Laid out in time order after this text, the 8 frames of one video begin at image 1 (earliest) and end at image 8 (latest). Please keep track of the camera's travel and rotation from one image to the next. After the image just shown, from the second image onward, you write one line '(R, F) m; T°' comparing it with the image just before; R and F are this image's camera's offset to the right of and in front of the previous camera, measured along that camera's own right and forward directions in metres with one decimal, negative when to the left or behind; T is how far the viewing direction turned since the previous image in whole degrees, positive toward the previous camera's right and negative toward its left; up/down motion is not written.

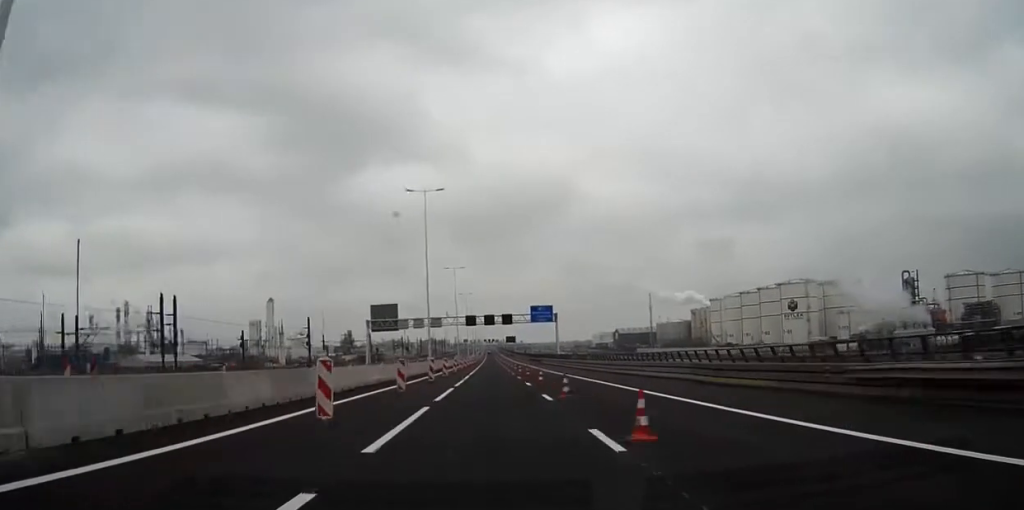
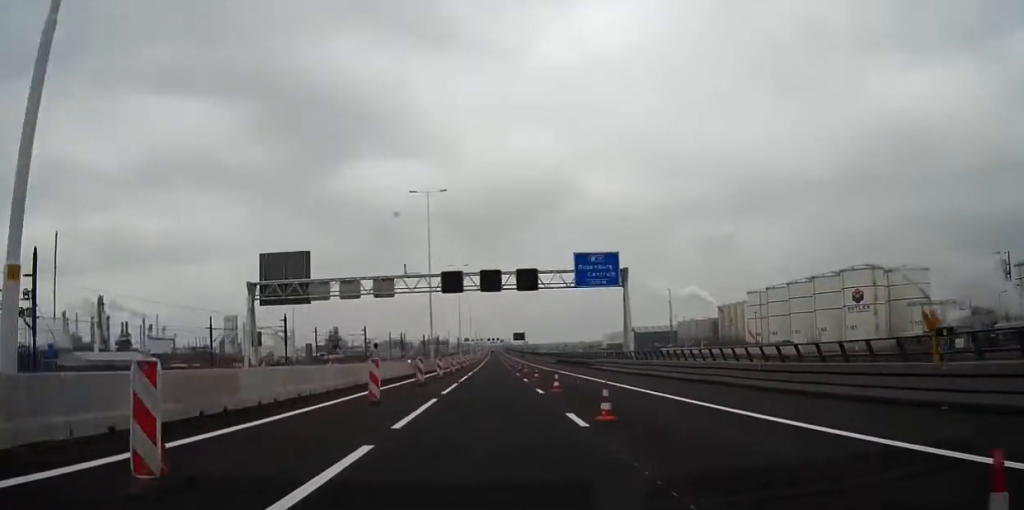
(-0.2, +68.4) m; 0°
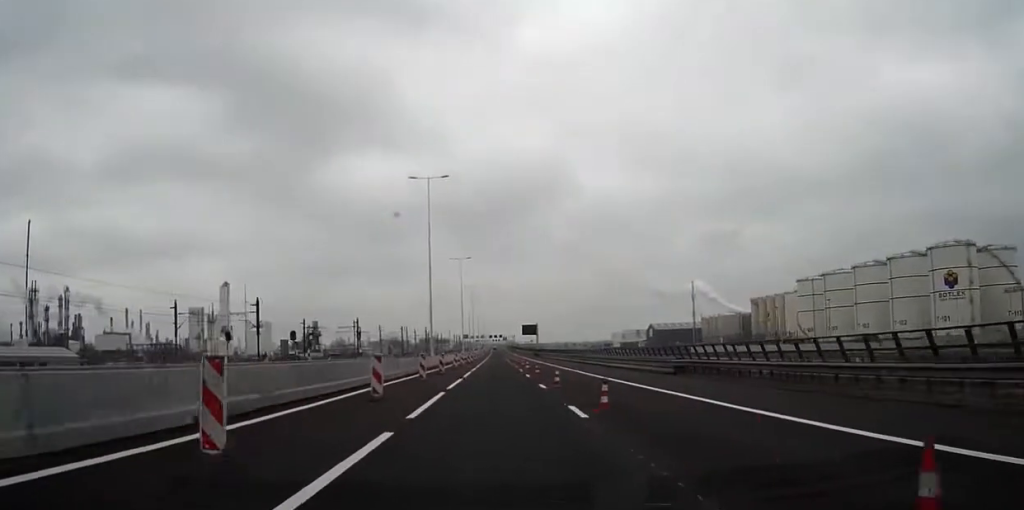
(-0.2, +71.0) m; 0°
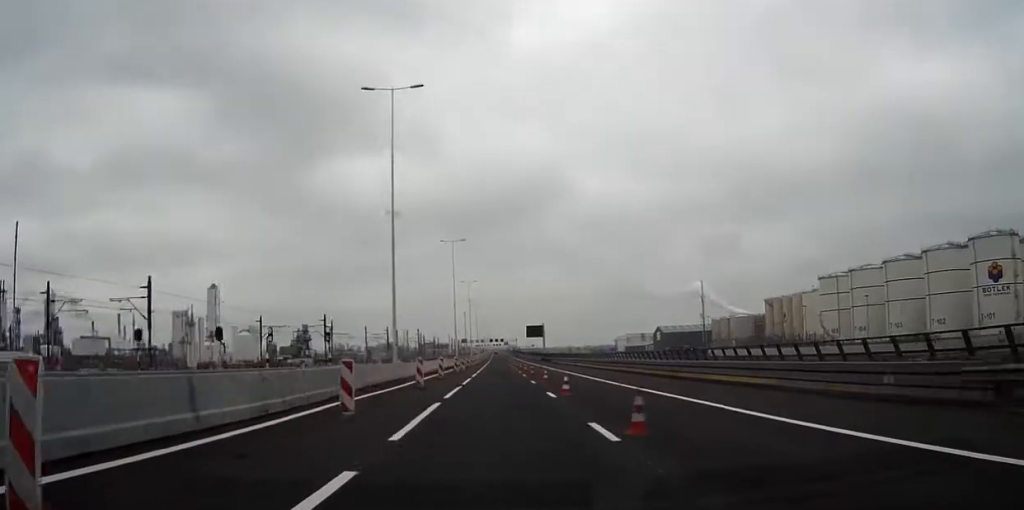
(+0.1, +27.2) m; 0°
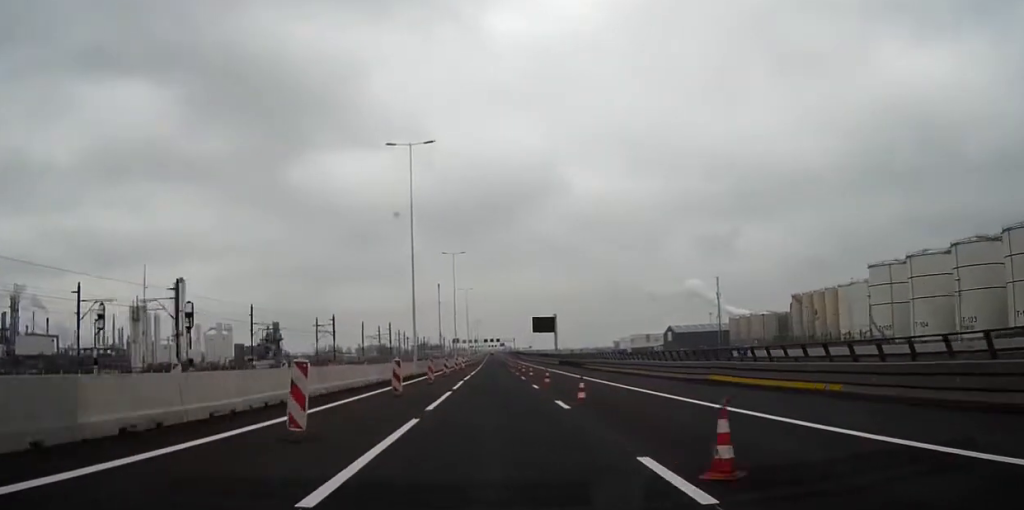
(+0.2, +53.1) m; 0°
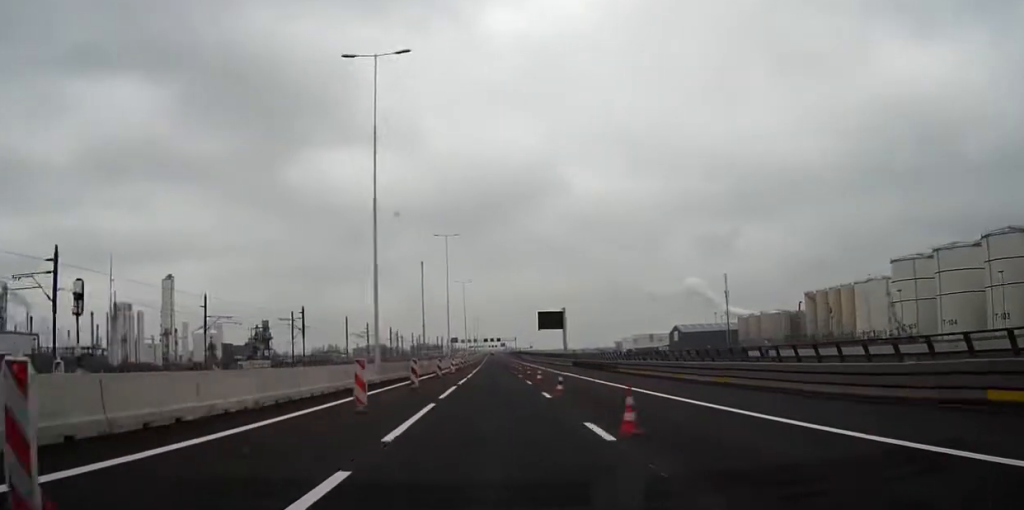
(0.0, +19.1) m; 0°
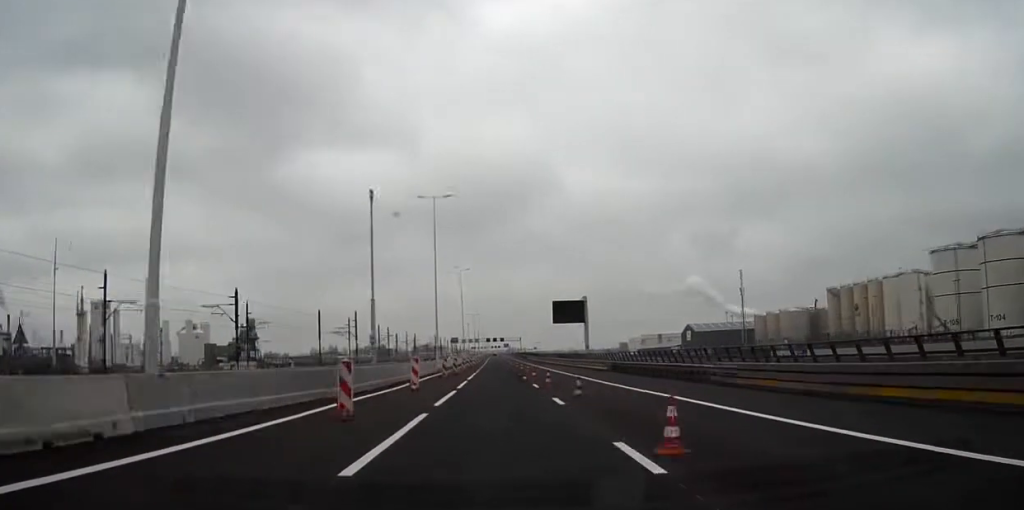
(-0.1, +27.3) m; 0°
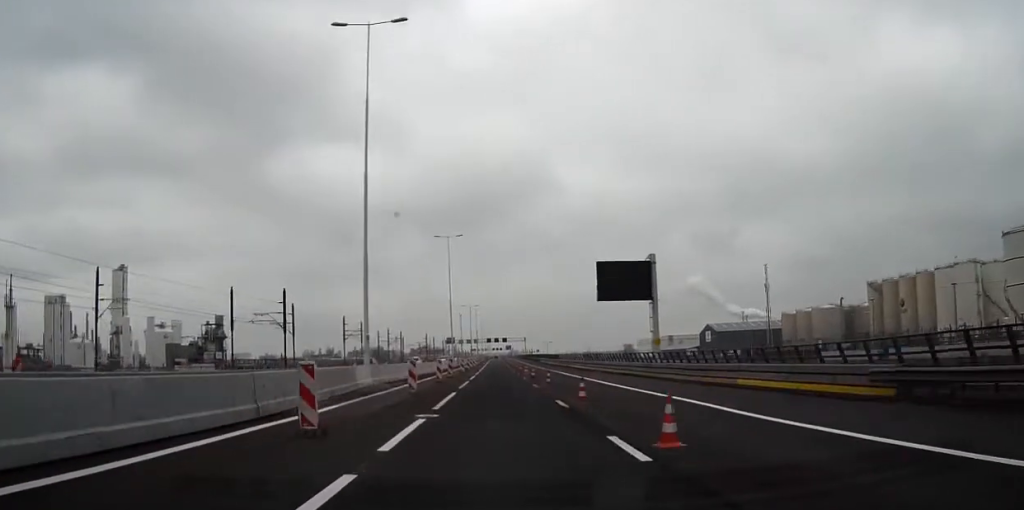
(0.0, +44.9) m; 0°
